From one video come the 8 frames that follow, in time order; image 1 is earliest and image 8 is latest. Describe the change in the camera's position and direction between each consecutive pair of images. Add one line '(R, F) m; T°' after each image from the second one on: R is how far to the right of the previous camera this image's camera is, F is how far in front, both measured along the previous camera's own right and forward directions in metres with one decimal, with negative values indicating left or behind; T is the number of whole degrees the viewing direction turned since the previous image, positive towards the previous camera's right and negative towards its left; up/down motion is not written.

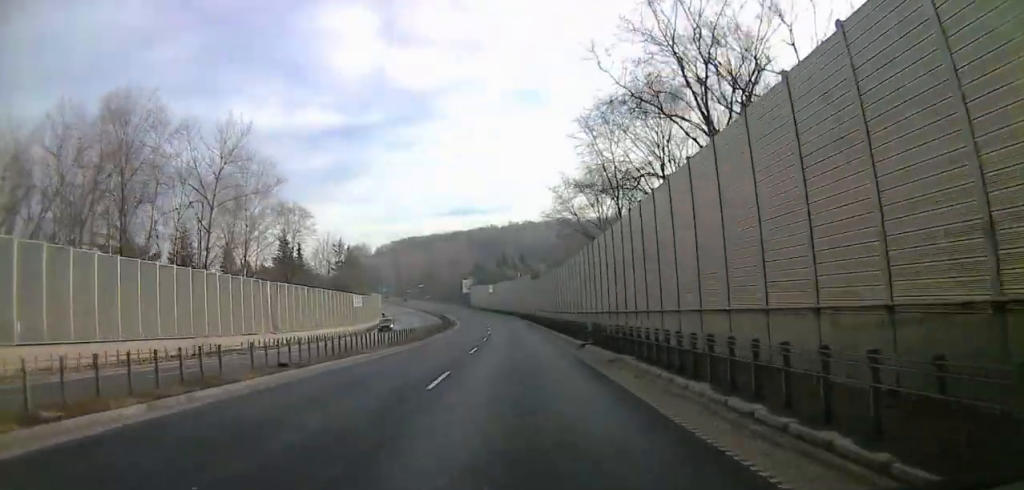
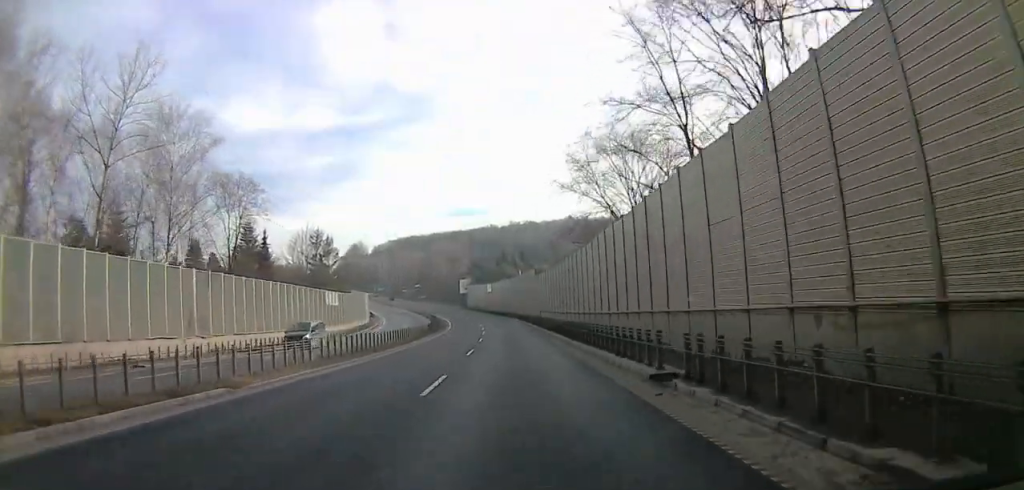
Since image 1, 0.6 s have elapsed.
(0.0, +14.0) m; 0°
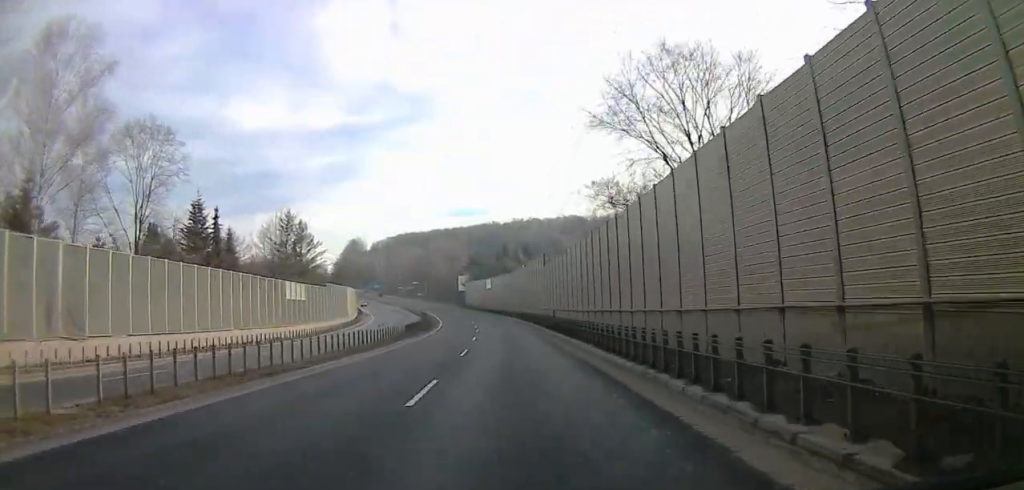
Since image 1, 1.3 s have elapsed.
(0.0, +14.3) m; 0°
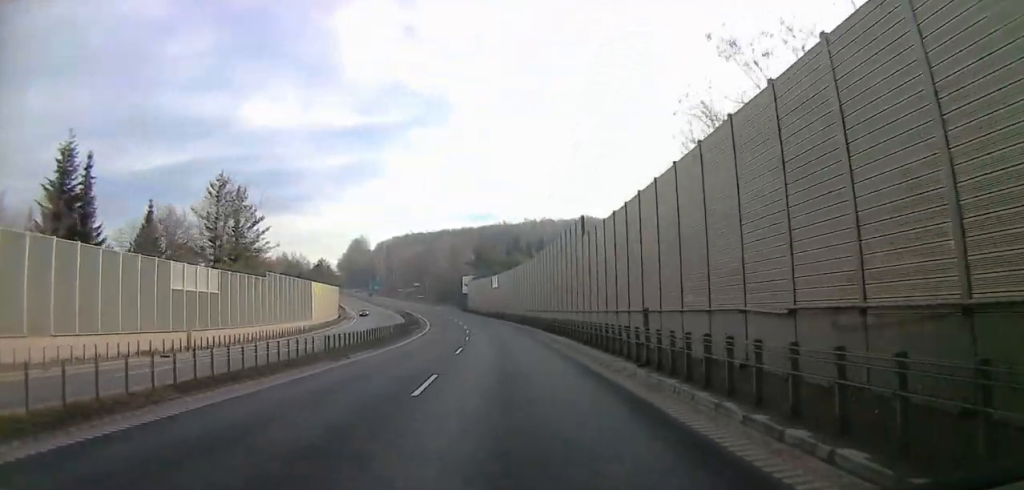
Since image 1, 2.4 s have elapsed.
(0.0, +23.2) m; 0°
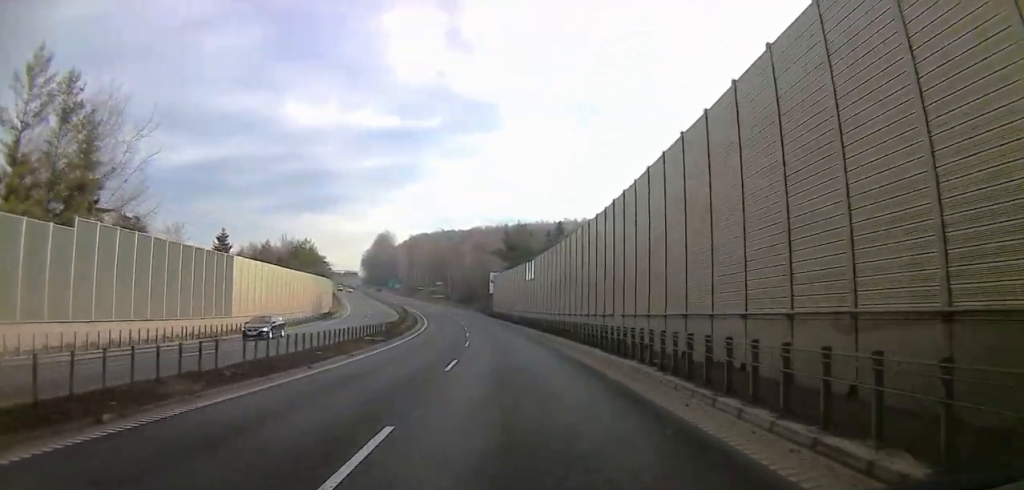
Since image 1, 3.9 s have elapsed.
(0.0, +31.3) m; 0°
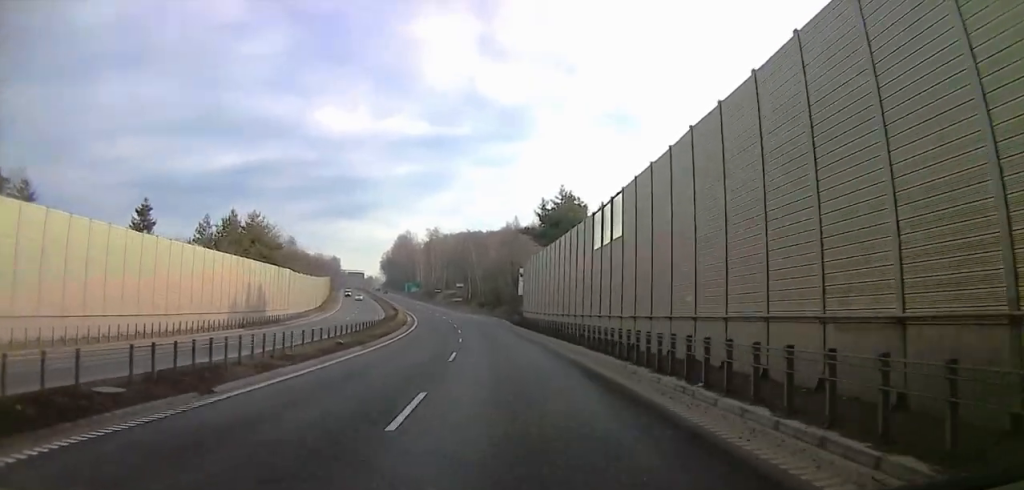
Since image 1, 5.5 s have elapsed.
(-0.3, +32.8) m; -6°
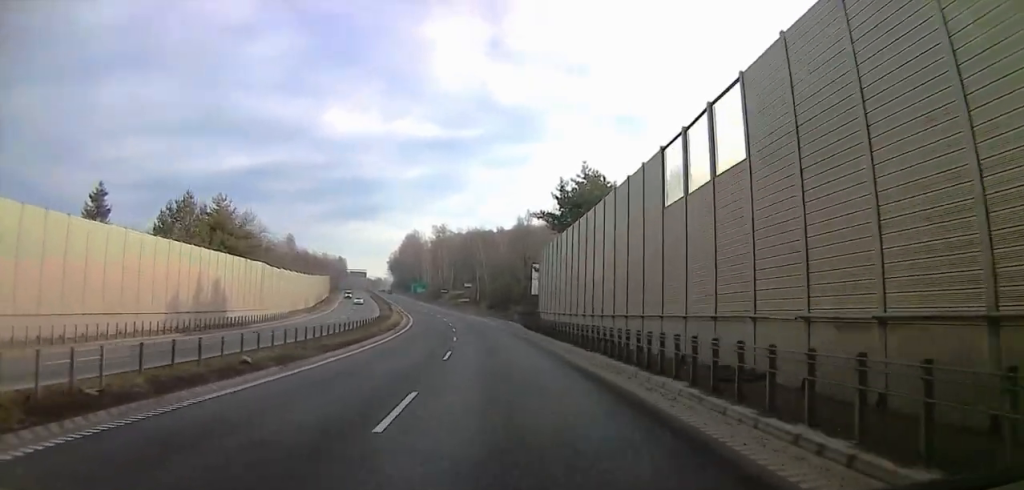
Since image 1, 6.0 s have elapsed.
(-0.8, +12.0) m; -3°
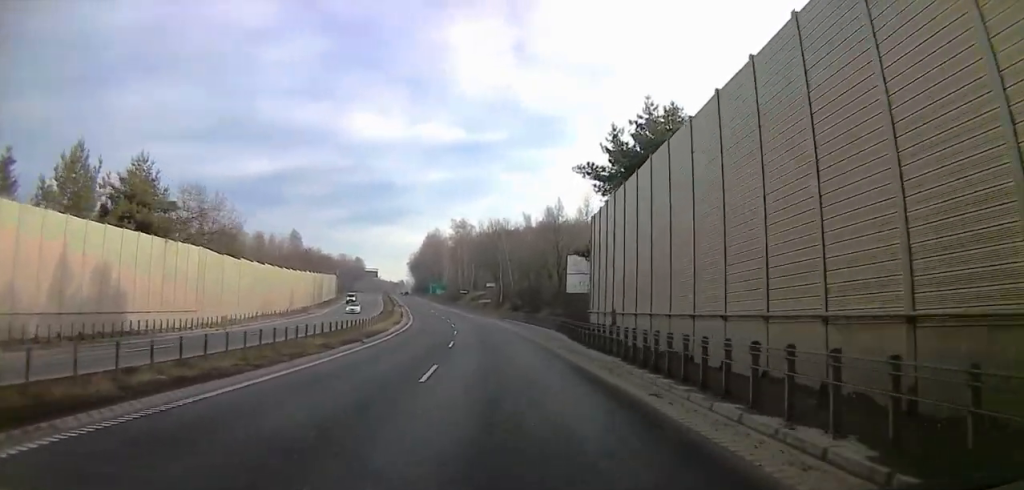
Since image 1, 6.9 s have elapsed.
(-1.2, +19.0) m; 0°
